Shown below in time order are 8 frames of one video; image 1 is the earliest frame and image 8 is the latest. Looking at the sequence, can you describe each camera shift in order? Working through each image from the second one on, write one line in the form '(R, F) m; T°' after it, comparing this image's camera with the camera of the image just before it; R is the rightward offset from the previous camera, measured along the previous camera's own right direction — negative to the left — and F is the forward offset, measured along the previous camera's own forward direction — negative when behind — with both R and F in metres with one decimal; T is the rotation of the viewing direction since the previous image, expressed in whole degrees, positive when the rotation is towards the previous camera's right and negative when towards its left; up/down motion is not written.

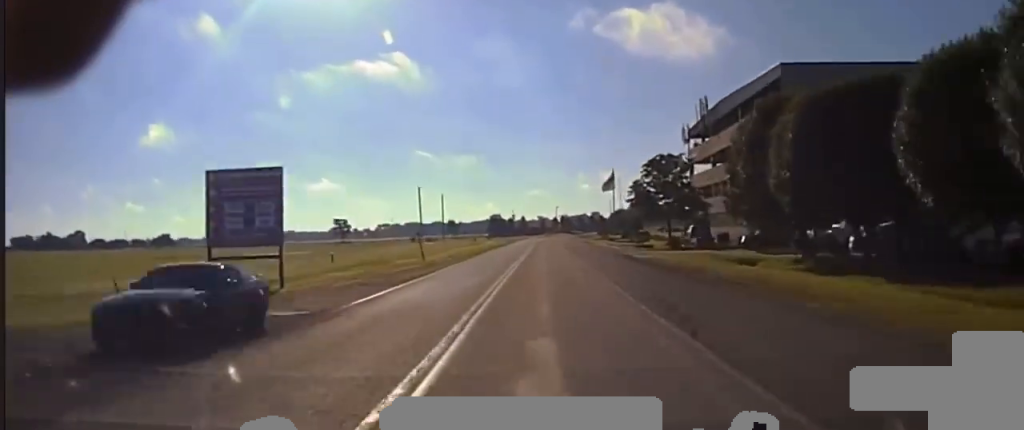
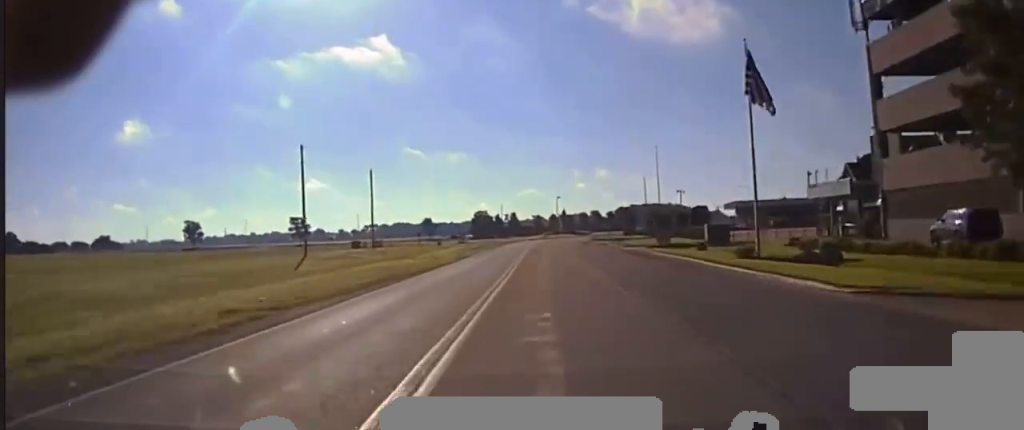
(0.0, +85.8) m; 0°
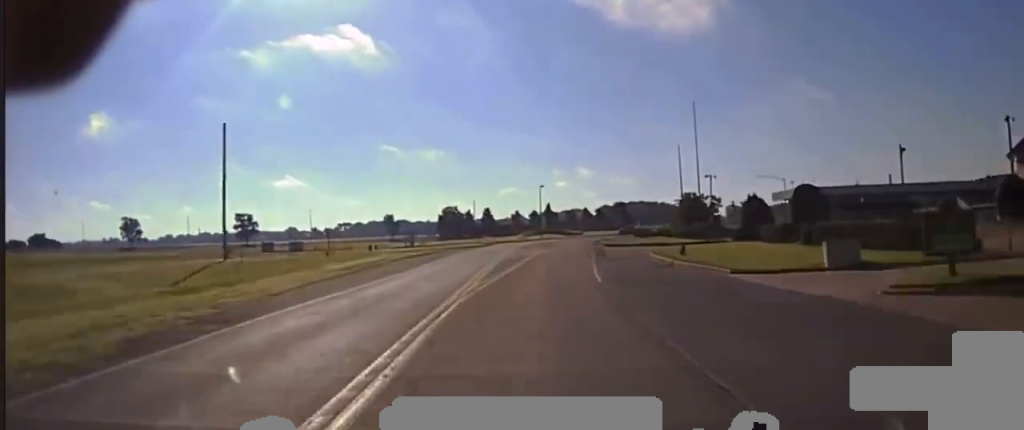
(0.0, +49.4) m; +1°
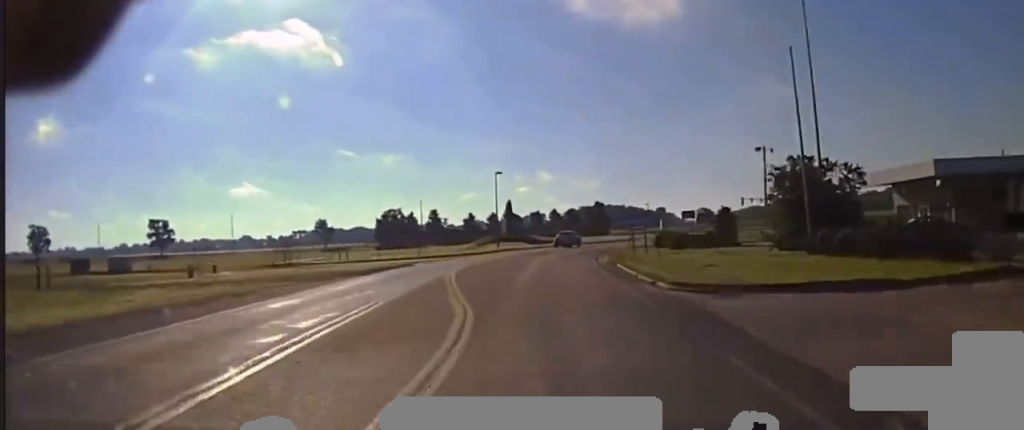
(+0.5, +43.7) m; +3°
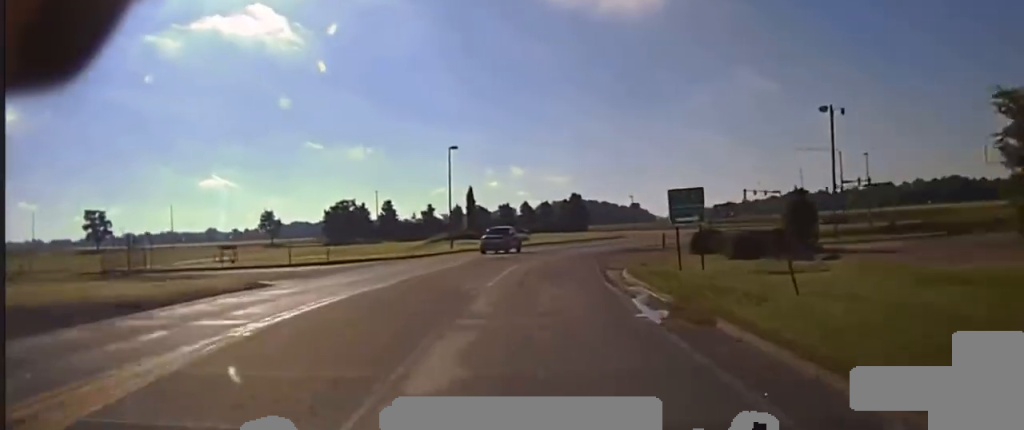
(+0.6, +23.6) m; +2°
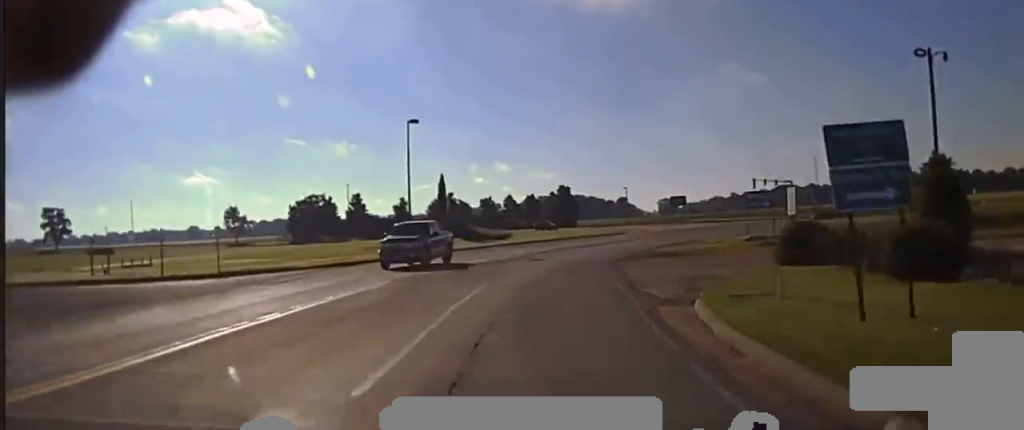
(+0.2, +16.7) m; +1°
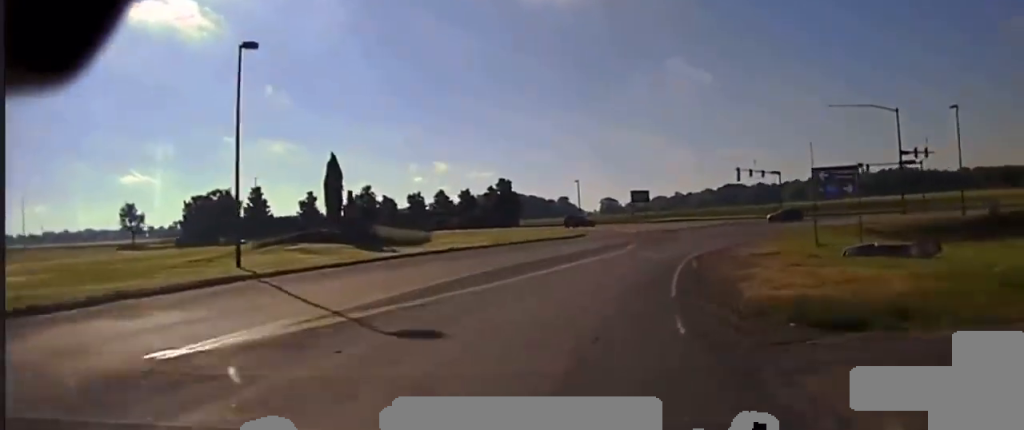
(+0.5, +27.7) m; +3°
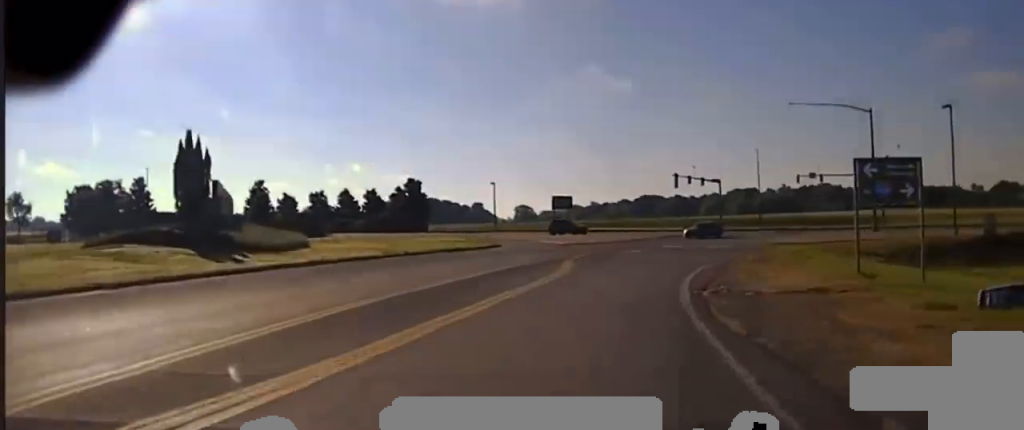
(-0.2, +15.4) m; +3°
